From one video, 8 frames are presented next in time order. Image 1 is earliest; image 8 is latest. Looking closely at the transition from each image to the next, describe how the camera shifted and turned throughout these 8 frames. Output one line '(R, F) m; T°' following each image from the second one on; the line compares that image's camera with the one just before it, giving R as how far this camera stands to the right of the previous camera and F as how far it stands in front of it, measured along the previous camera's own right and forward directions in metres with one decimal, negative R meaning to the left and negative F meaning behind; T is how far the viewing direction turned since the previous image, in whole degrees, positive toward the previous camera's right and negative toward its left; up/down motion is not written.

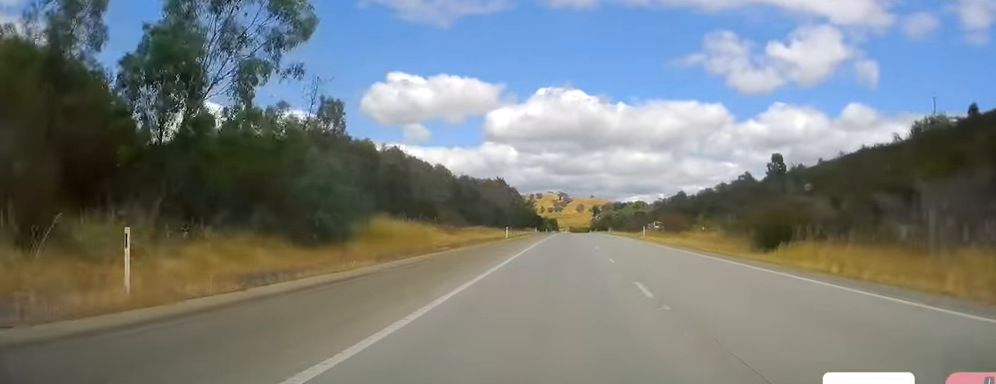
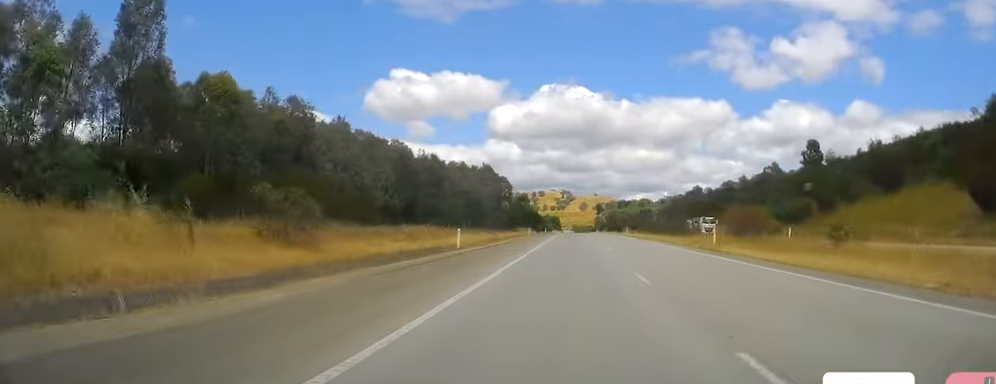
(-0.4, +32.6) m; -1°
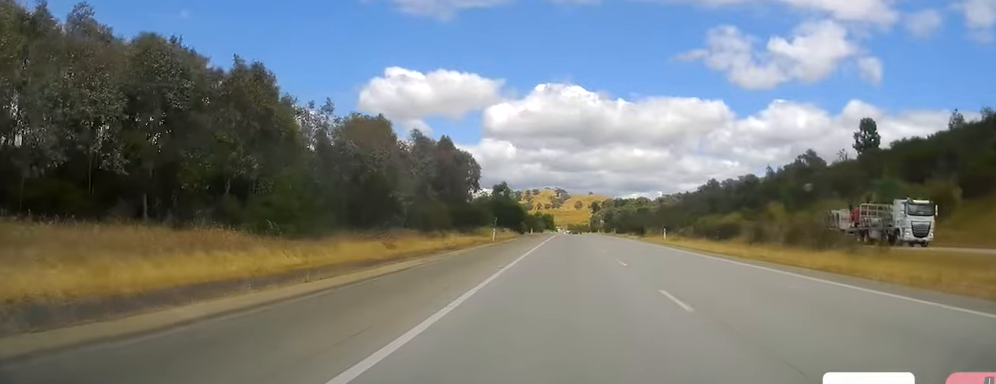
(-0.1, +41.2) m; 0°
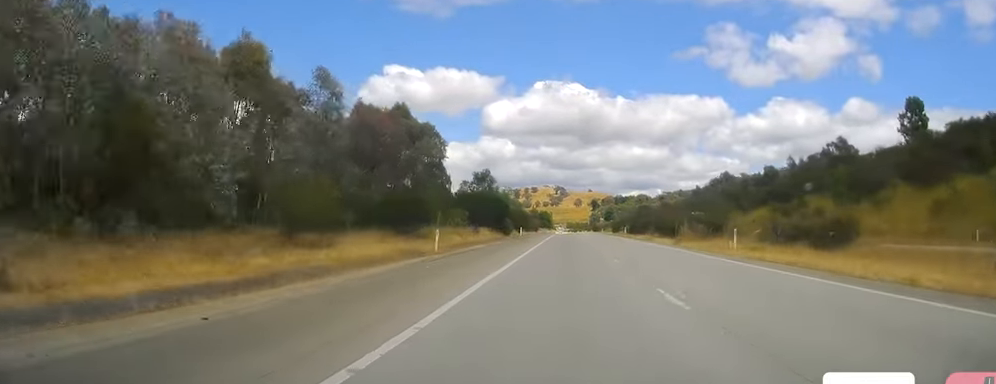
(0.0, +24.0) m; 0°
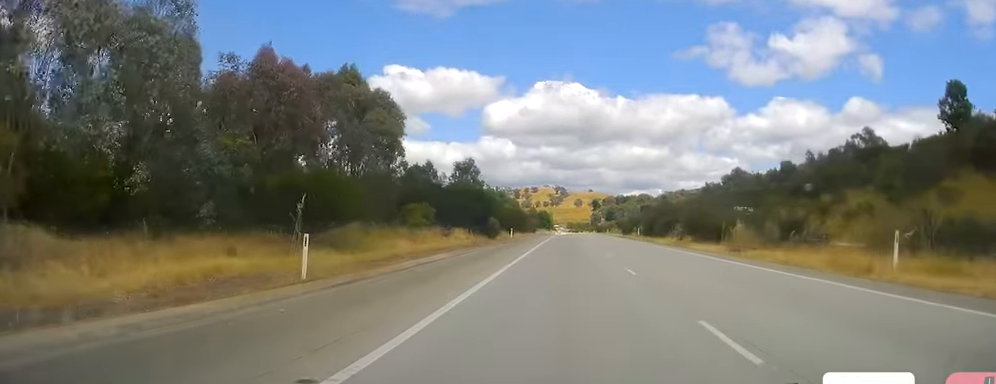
(0.0, +16.2) m; +1°
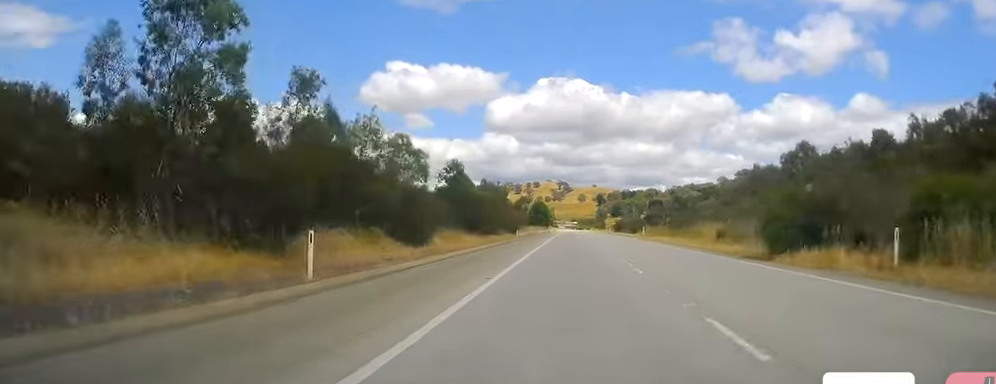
(+0.3, +59.3) m; -1°
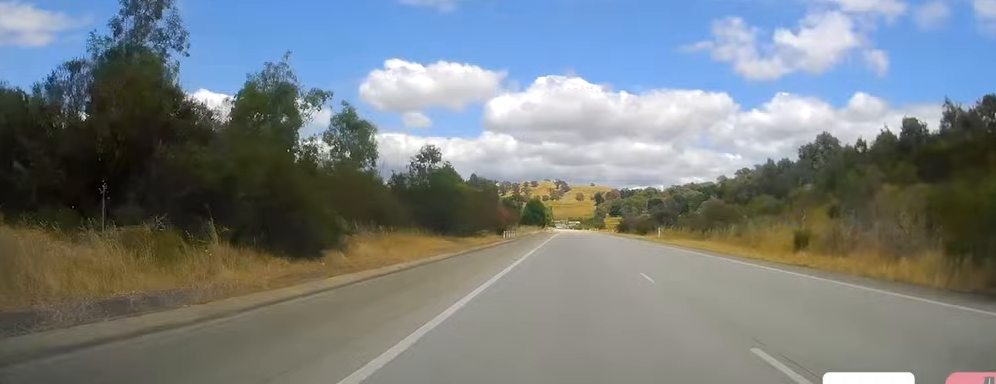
(-0.1, +14.4) m; 0°
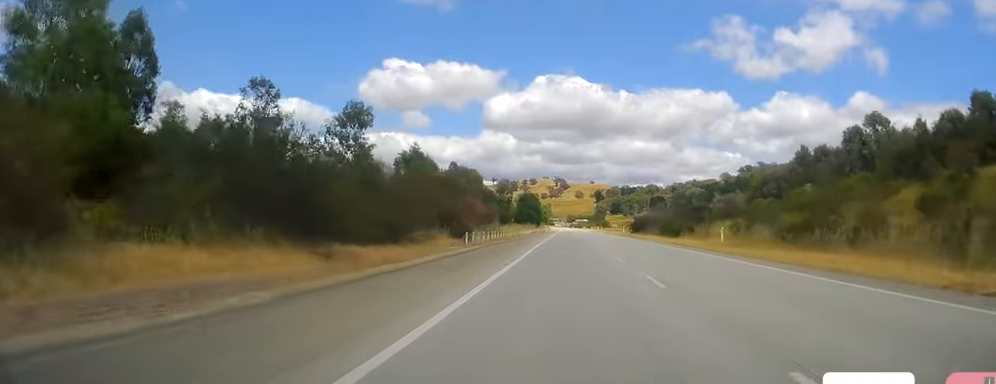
(0.0, +25.0) m; 0°
